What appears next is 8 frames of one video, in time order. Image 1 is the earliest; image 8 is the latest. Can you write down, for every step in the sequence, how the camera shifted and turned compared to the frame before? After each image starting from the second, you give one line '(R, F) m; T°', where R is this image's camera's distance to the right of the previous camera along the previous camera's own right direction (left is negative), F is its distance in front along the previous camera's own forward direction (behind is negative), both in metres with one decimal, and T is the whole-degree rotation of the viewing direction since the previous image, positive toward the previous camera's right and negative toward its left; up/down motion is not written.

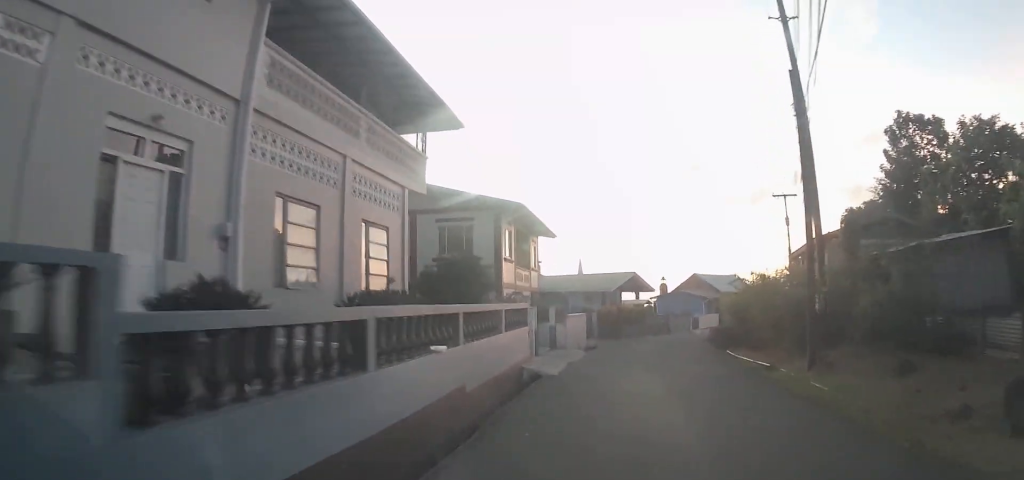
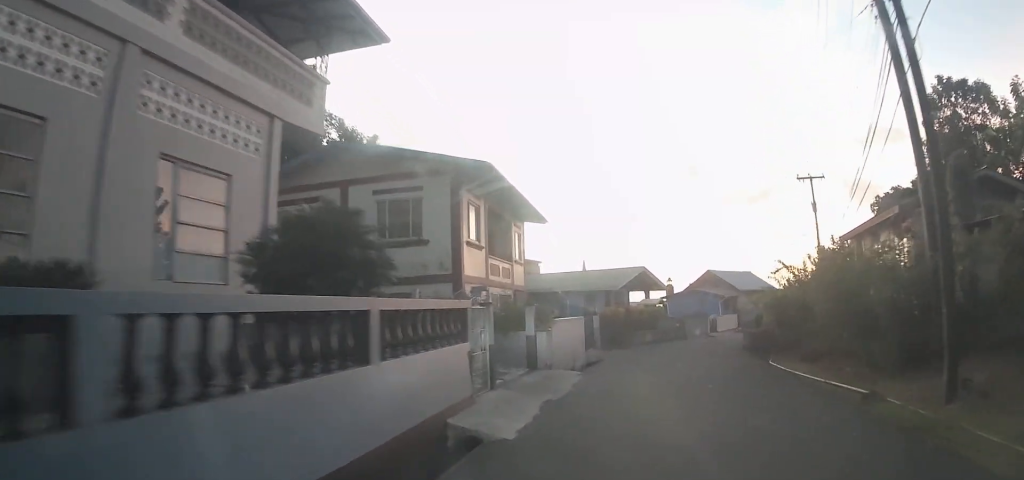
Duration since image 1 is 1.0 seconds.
(+0.5, +7.2) m; 0°
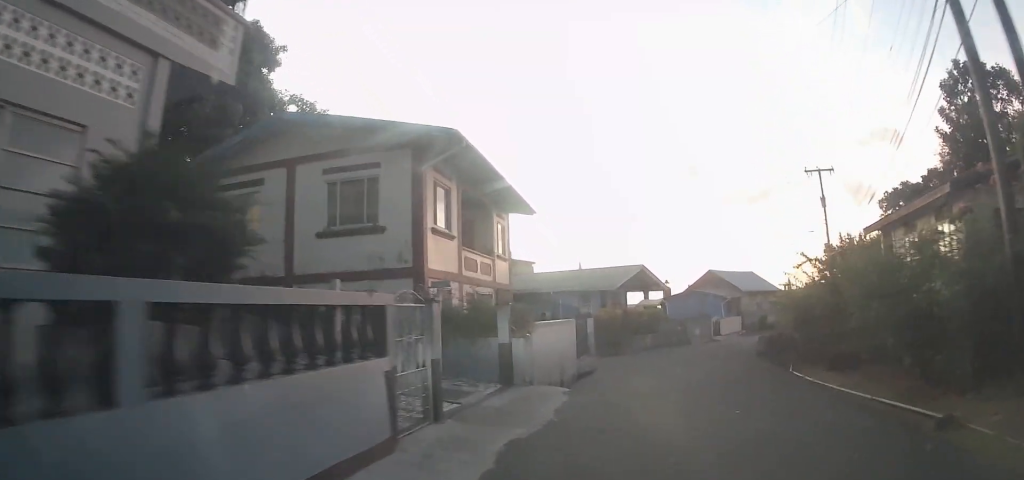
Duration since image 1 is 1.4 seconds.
(0.0, +3.2) m; 0°
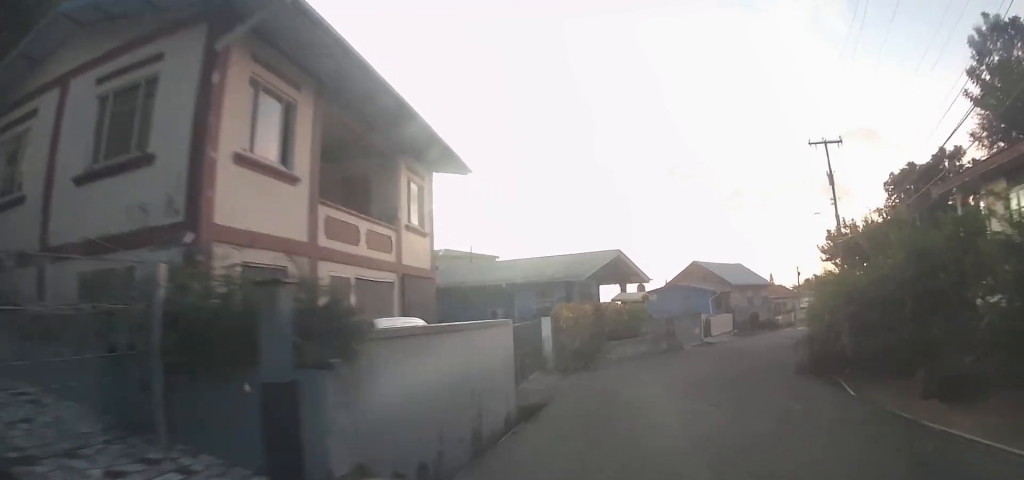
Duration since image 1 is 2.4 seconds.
(-0.3, +7.5) m; +5°
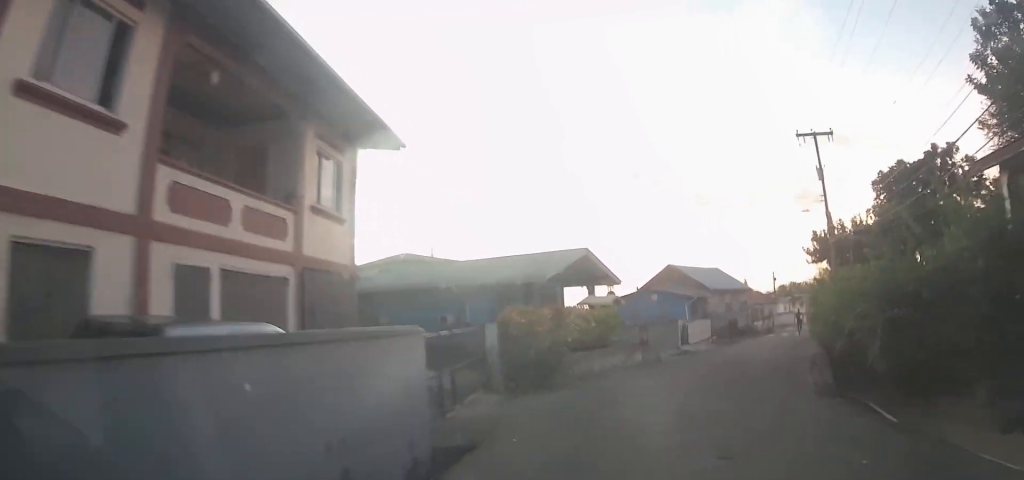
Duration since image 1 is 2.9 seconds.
(+0.3, +3.5) m; +6°
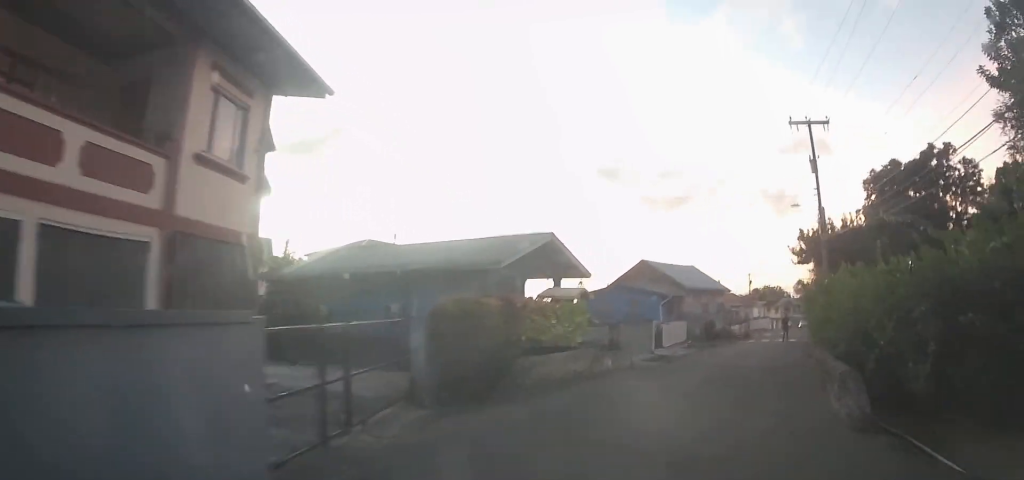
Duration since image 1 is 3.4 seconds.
(+0.1, +3.1) m; +3°
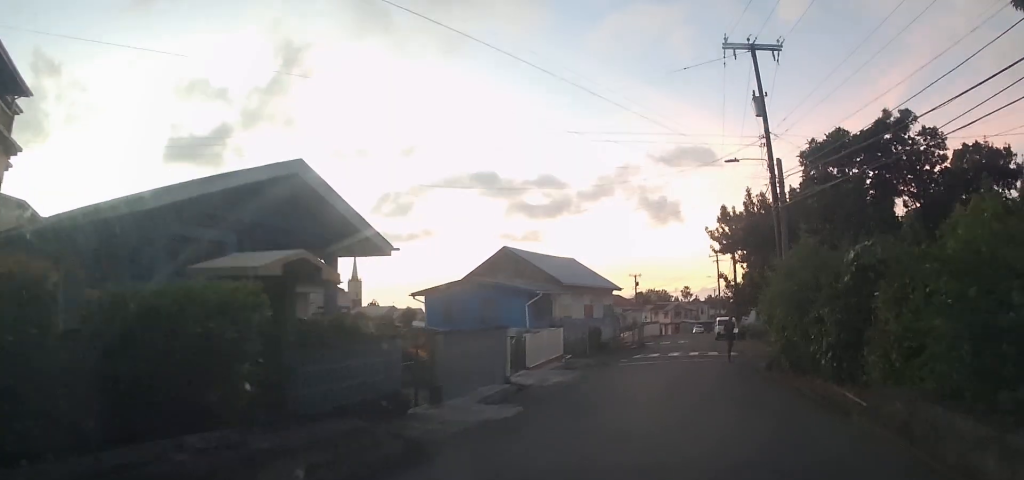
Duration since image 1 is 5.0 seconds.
(+0.1, +11.5) m; +4°
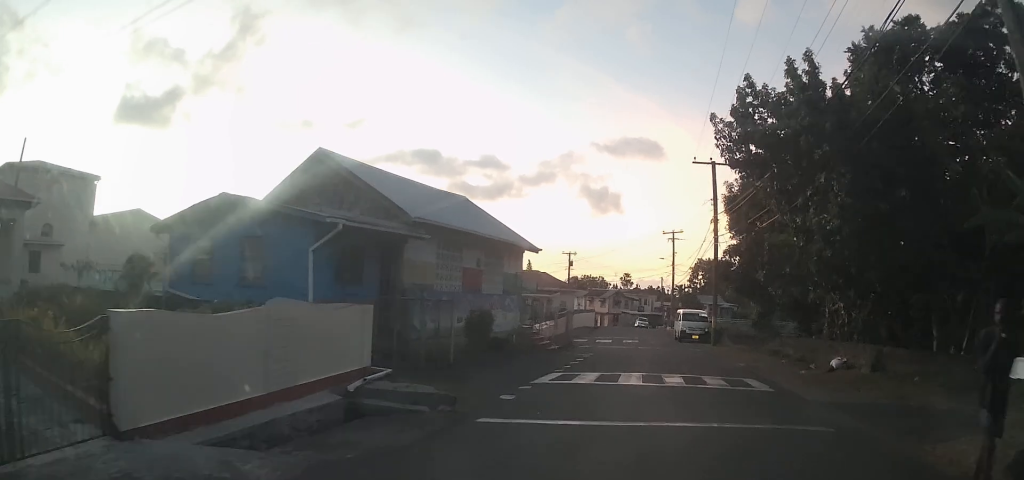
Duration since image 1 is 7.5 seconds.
(+2.3, +16.7) m; +7°
